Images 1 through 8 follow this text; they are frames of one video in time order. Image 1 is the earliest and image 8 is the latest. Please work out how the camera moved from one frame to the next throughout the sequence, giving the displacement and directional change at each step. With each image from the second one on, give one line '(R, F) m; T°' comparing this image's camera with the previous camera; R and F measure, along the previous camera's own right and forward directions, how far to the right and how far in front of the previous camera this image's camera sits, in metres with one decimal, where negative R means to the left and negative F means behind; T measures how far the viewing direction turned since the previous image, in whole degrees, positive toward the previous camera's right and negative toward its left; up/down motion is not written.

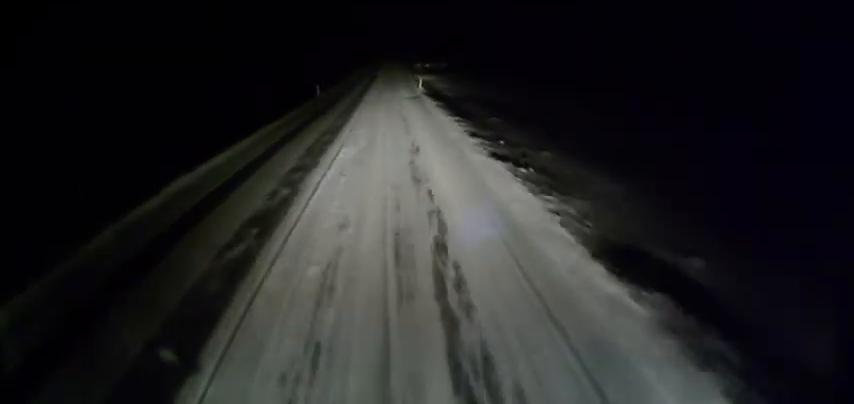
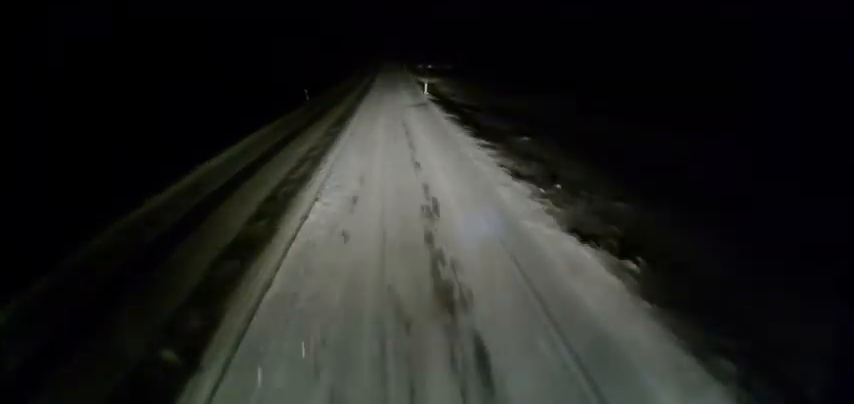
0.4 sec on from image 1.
(0.0, +5.4) m; 0°
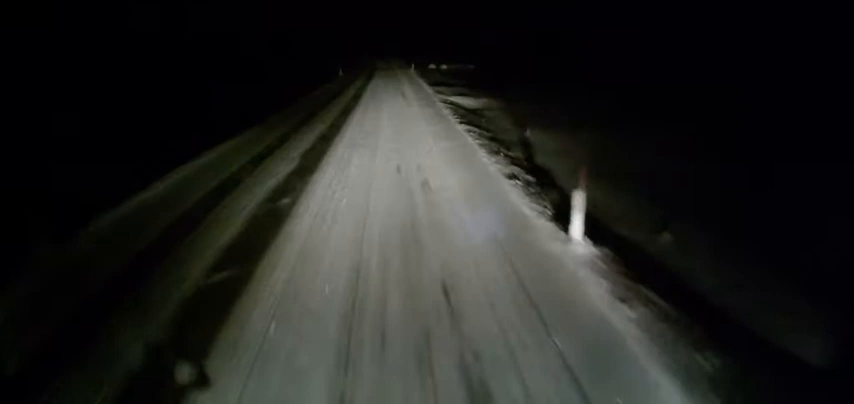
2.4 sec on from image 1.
(0.0, +27.1) m; +1°
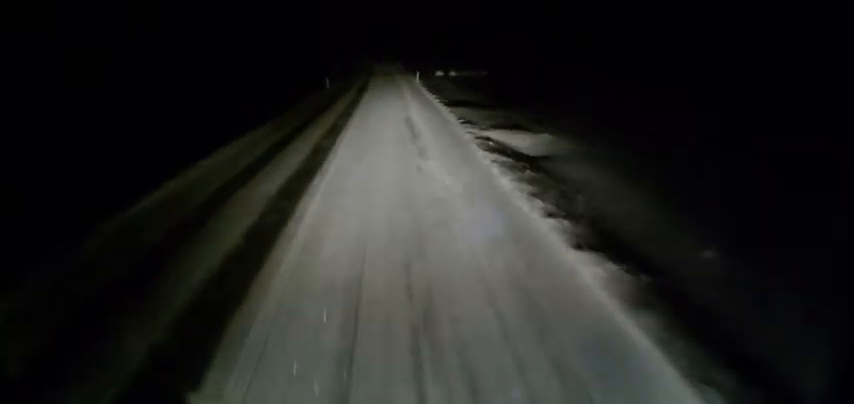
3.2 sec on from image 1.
(+0.1, +11.0) m; +1°
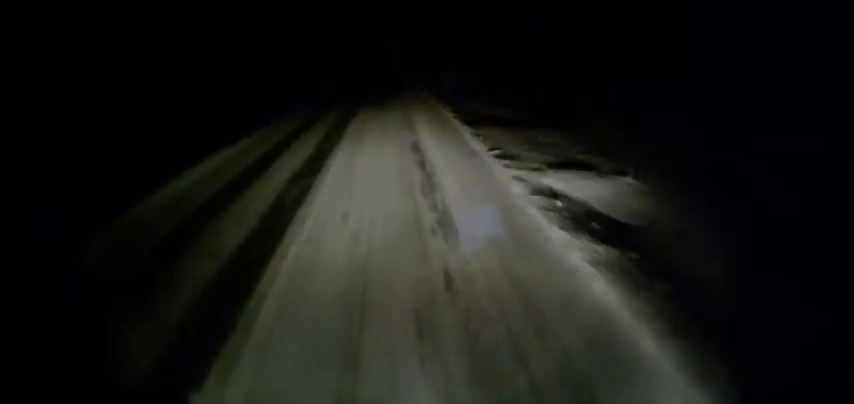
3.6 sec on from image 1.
(+0.3, +6.1) m; 0°
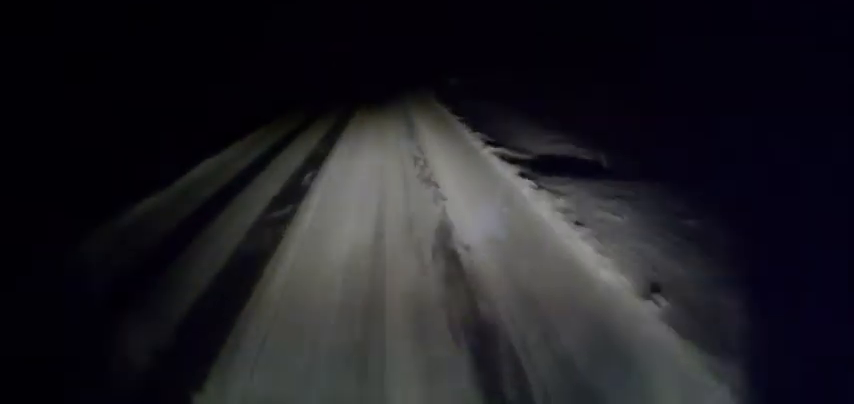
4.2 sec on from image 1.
(+0.1, +8.3) m; -1°
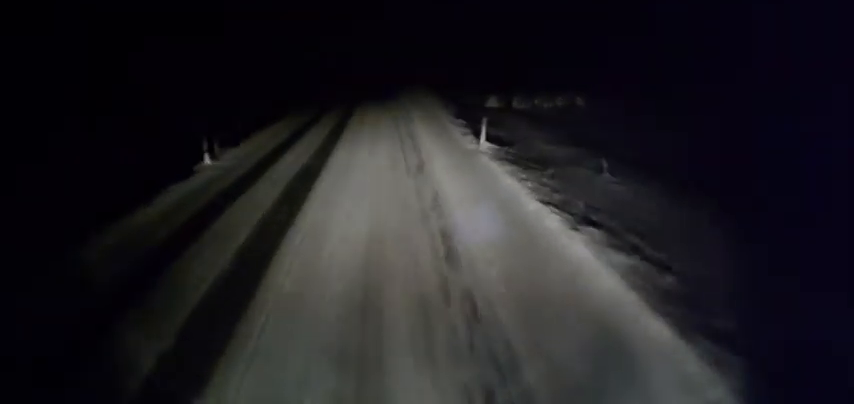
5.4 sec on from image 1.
(-0.5, +16.2) m; -2°
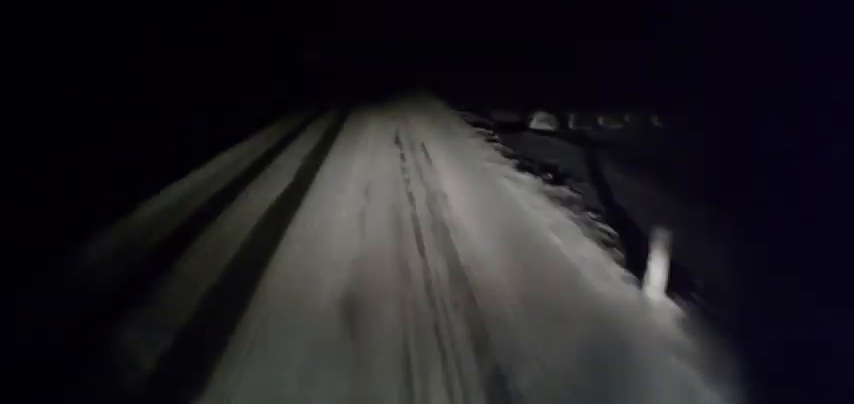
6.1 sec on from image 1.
(0.0, +9.6) m; -1°
